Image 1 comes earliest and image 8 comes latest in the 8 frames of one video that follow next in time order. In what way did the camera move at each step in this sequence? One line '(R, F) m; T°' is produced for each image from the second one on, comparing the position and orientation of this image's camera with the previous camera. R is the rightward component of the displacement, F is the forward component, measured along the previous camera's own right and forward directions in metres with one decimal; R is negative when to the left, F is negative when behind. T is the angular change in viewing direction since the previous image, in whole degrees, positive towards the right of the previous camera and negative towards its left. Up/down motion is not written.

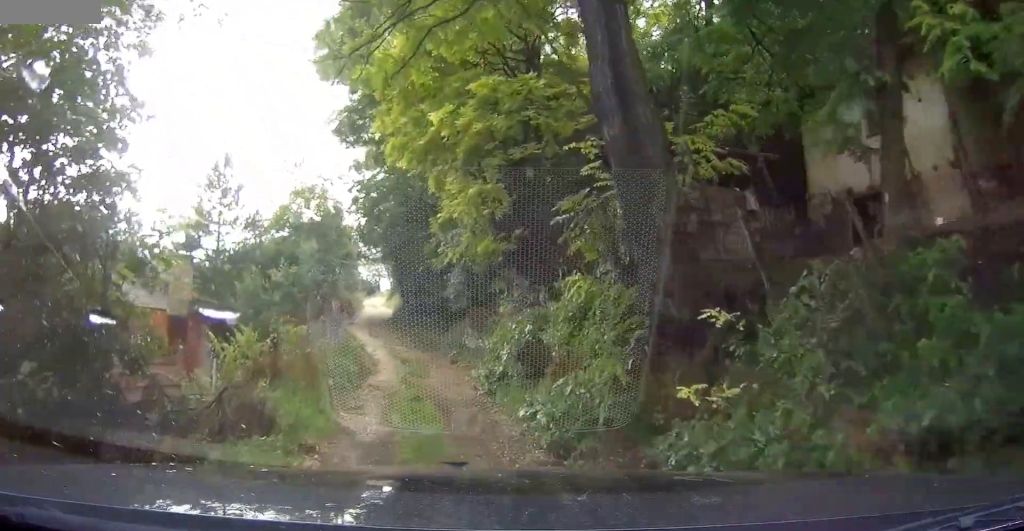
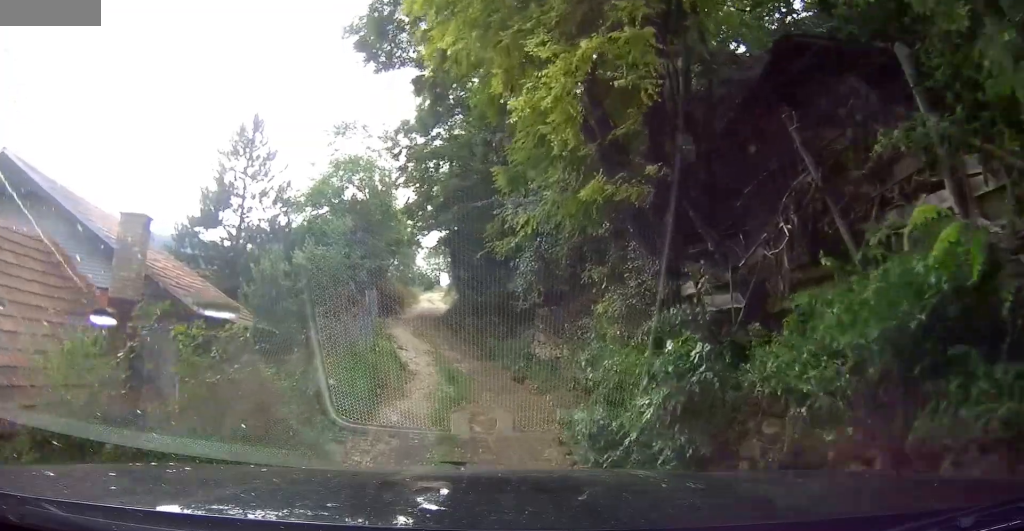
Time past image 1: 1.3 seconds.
(-0.4, +5.3) m; -12°
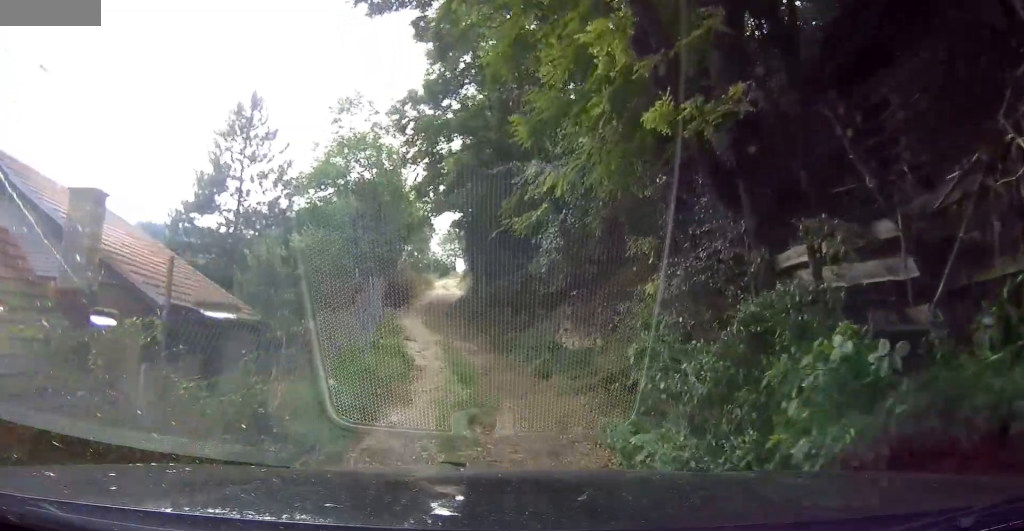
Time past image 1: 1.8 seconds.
(-0.1, +2.0) m; -2°
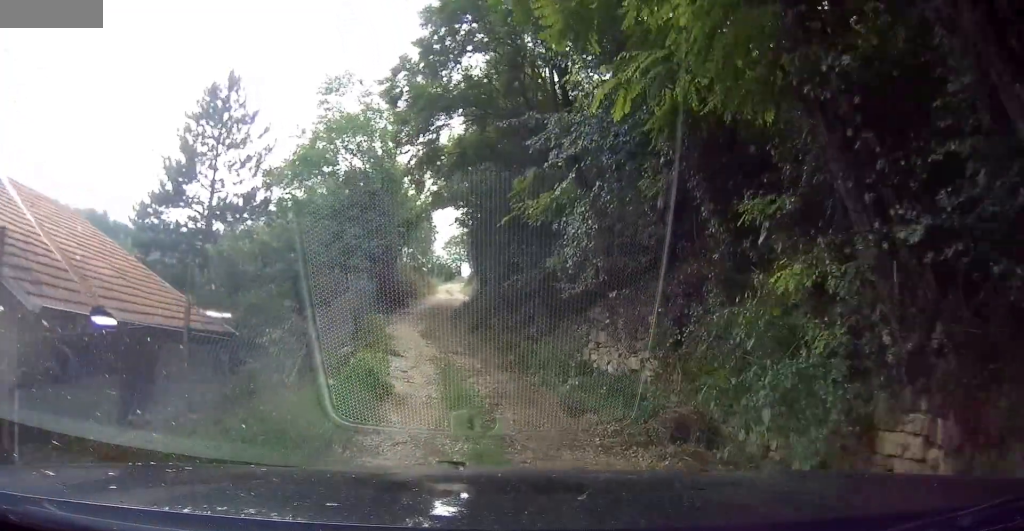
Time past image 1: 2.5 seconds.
(-0.1, +3.3) m; -2°
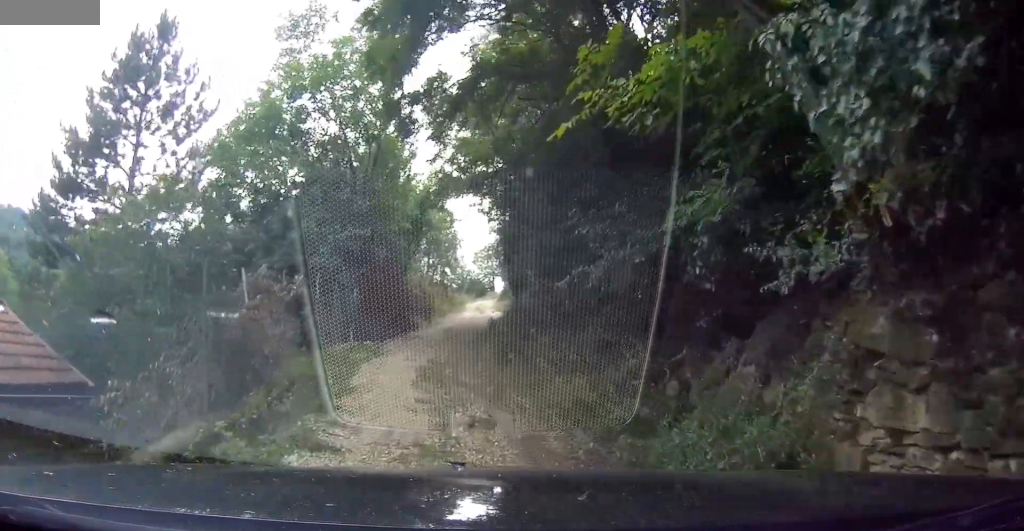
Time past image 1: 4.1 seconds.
(0.0, +7.3) m; -2°
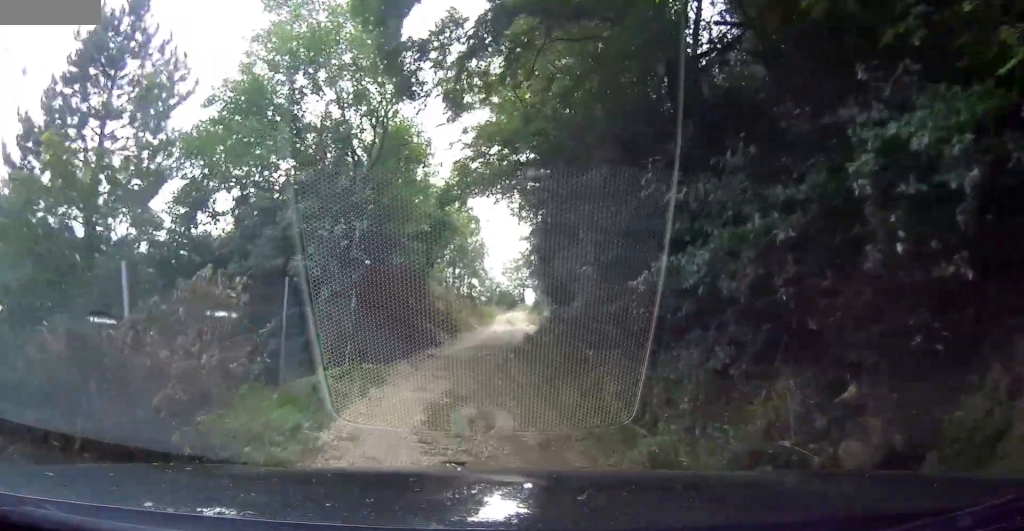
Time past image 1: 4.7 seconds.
(-0.1, +3.0) m; -2°
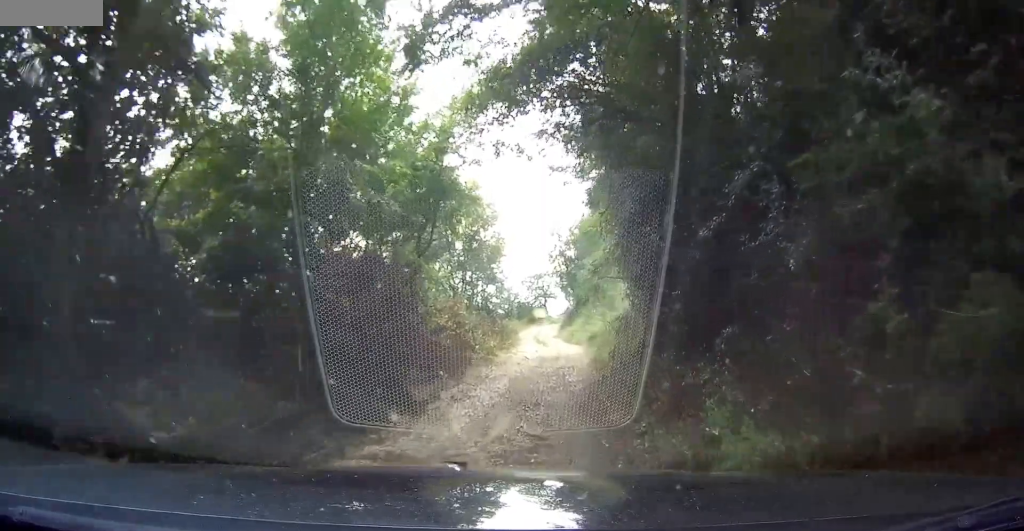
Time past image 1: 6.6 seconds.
(-0.4, +10.2) m; -2°
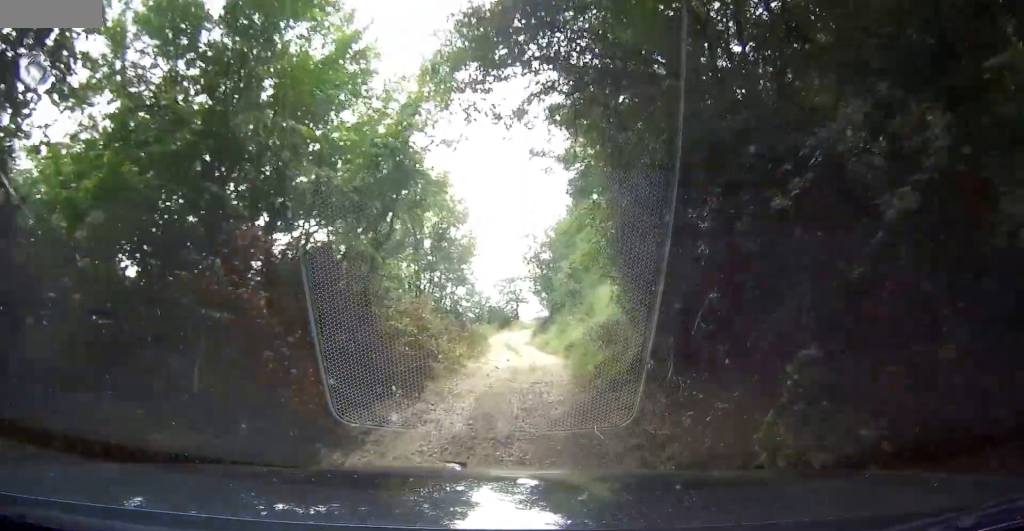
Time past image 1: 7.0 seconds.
(0.0, +2.3) m; +1°
